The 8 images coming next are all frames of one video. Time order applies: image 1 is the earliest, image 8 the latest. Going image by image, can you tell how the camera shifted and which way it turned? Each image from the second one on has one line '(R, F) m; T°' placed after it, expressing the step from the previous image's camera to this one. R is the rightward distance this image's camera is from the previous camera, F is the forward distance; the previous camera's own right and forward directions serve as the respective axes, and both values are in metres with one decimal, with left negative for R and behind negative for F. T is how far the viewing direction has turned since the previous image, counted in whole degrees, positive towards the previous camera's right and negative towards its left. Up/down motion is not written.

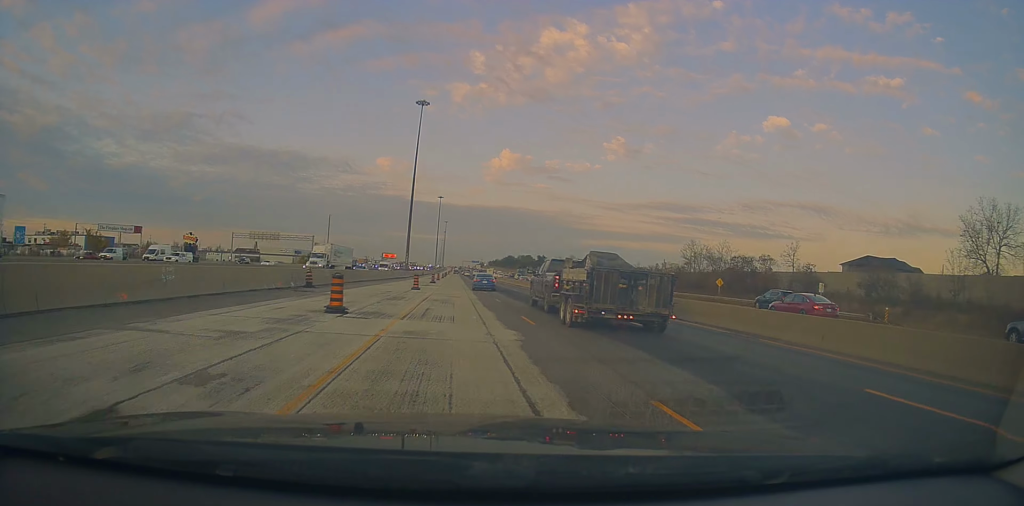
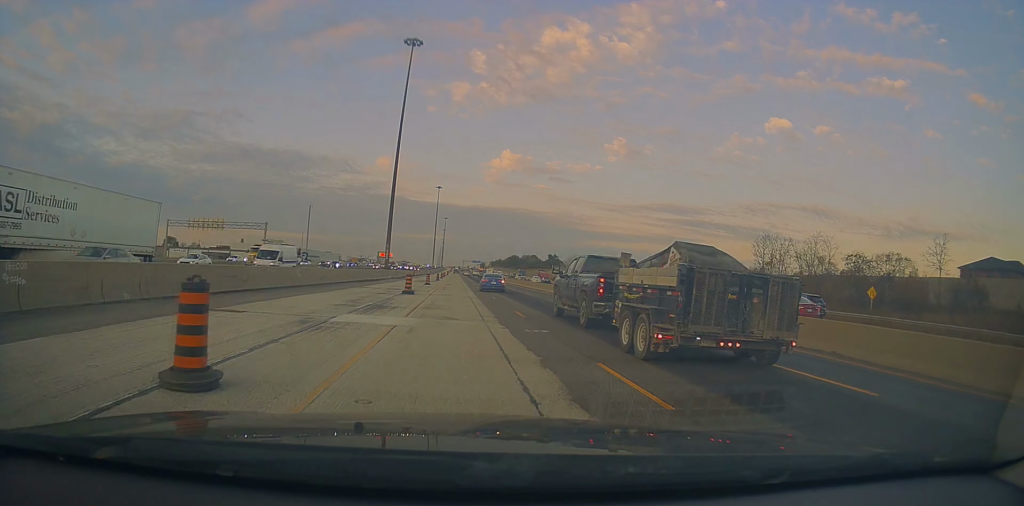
(+0.2, +33.0) m; 0°
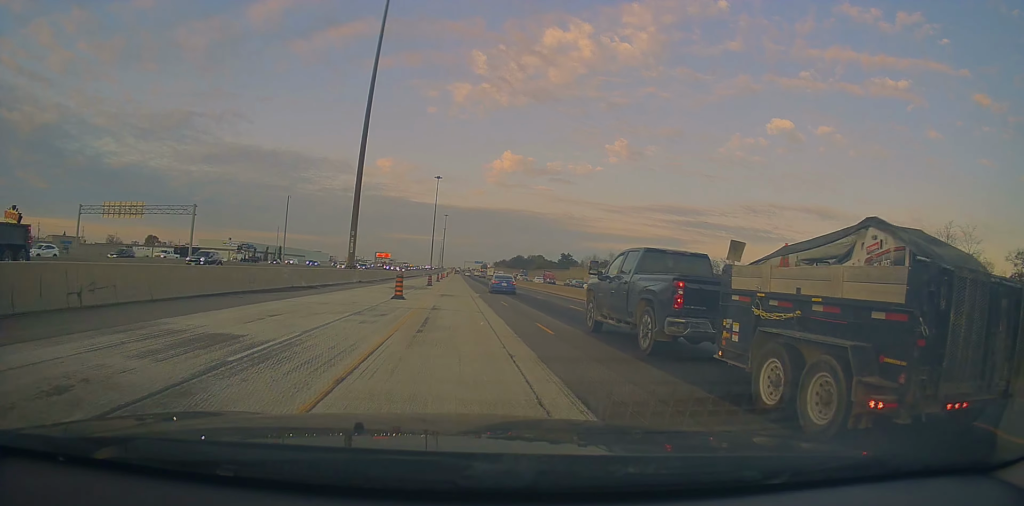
(0.0, +28.3) m; -1°
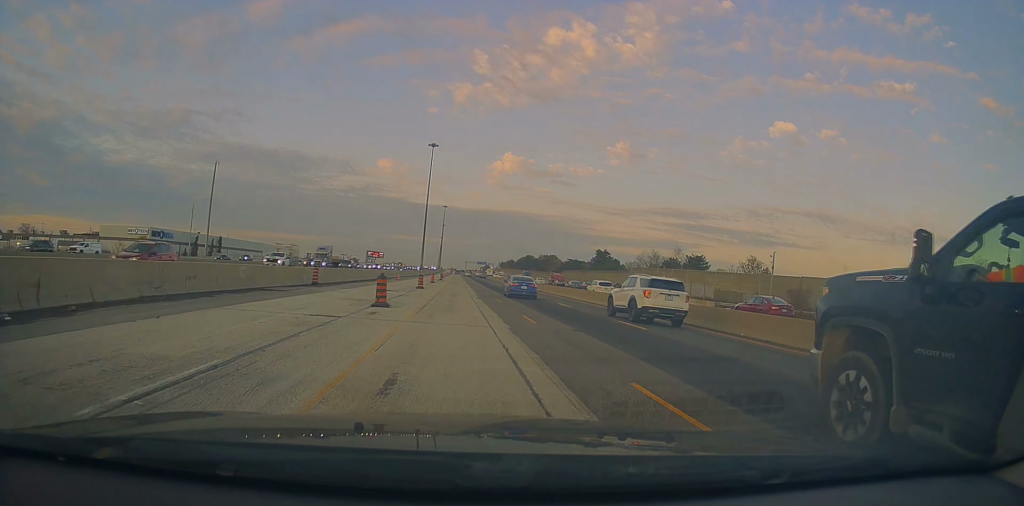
(-0.8, +56.4) m; 0°
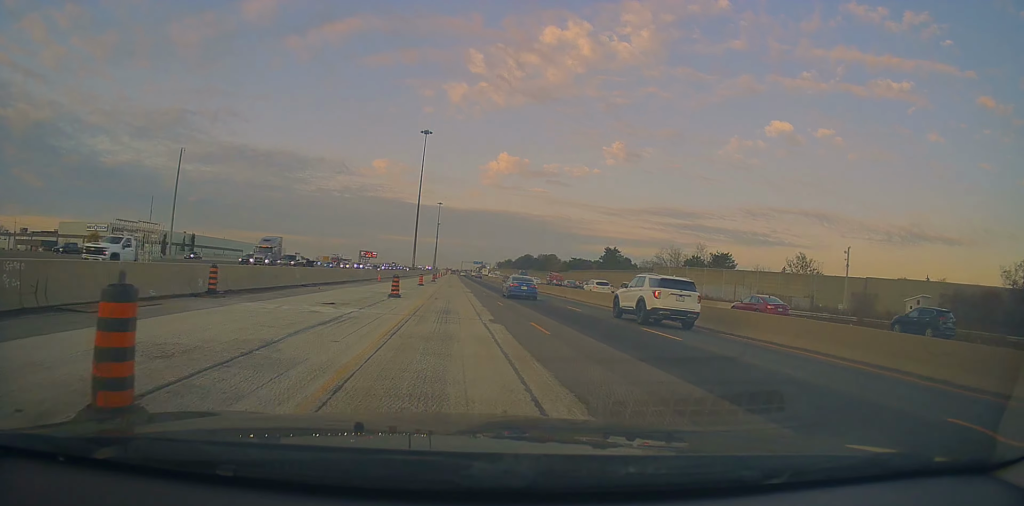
(0.0, +14.9) m; 0°
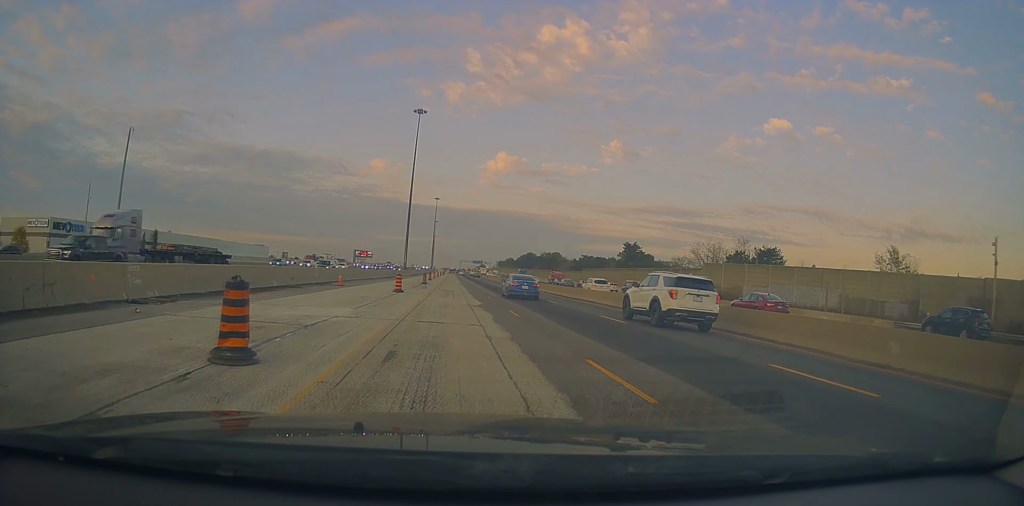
(+0.3, +19.0) m; 0°
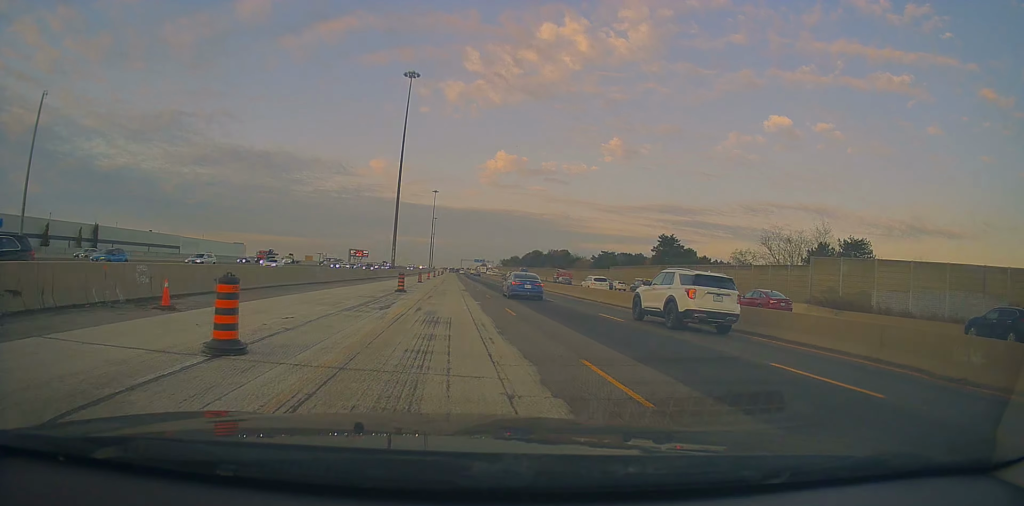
(-0.2, +24.1) m; -1°
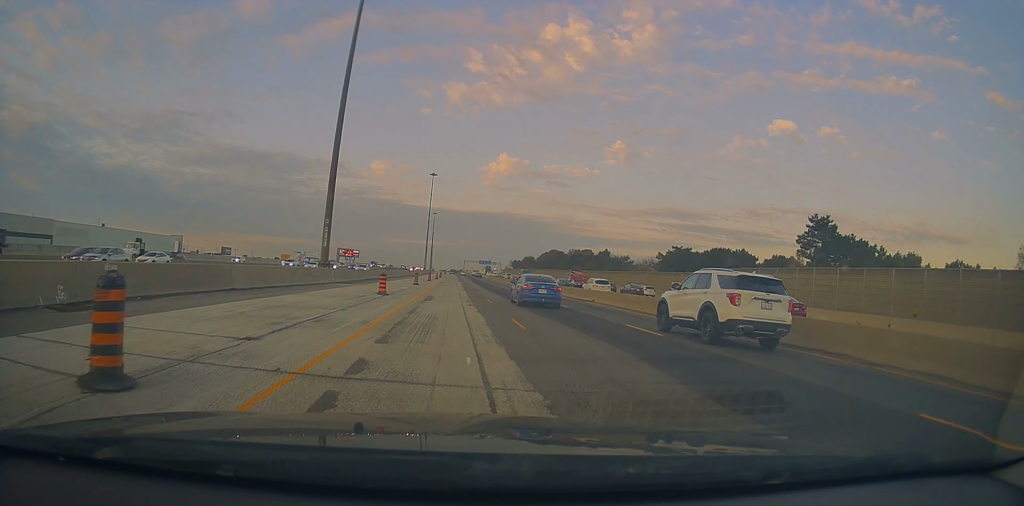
(-0.4, +51.5) m; 0°
